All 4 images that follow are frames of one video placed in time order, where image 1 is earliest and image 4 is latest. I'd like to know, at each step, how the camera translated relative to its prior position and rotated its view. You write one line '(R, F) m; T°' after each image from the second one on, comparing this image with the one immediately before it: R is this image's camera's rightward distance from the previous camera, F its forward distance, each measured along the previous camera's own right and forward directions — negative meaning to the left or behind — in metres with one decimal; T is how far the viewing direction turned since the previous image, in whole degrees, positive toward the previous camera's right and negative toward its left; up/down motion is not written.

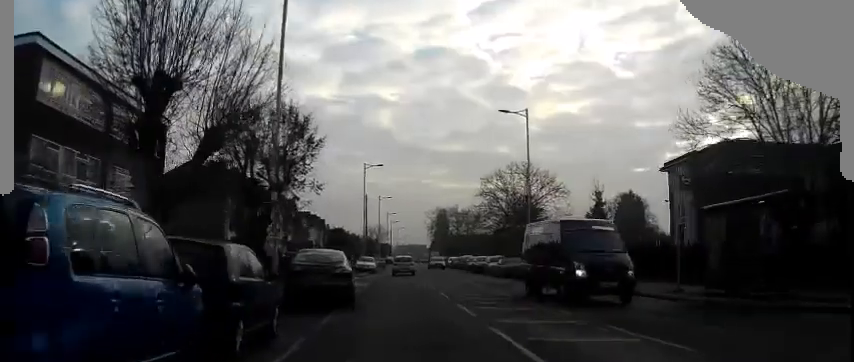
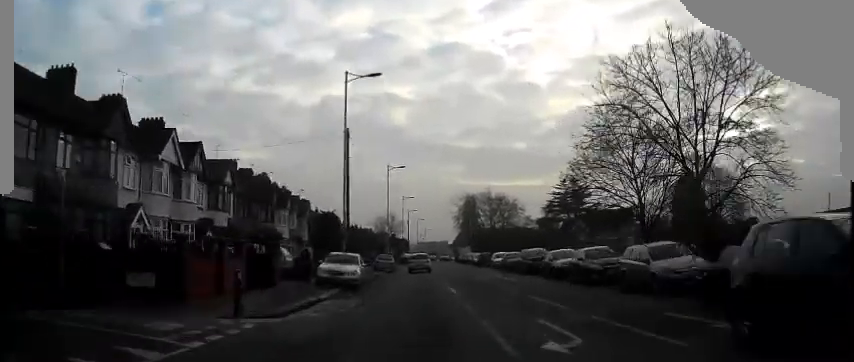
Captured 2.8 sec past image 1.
(-0.1, +31.7) m; -1°
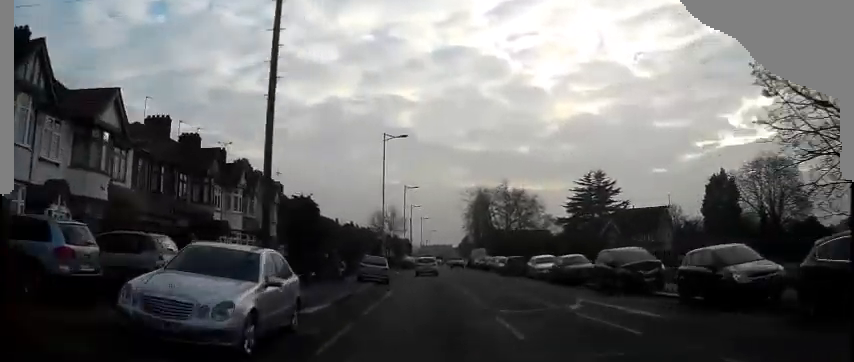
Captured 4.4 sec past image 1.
(0.0, +17.6) m; +1°
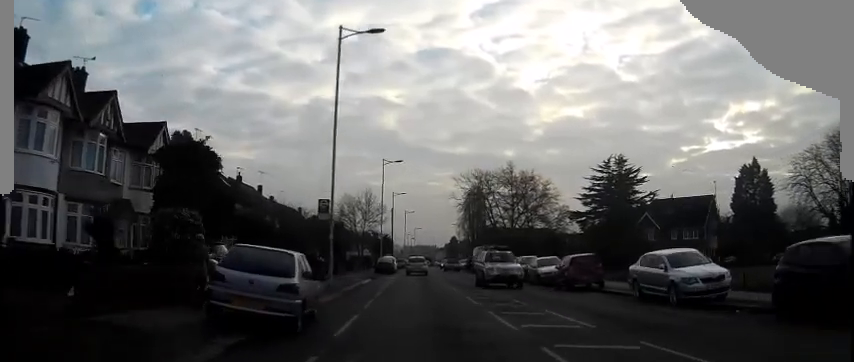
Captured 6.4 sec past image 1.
(+0.4, +22.1) m; +1°
